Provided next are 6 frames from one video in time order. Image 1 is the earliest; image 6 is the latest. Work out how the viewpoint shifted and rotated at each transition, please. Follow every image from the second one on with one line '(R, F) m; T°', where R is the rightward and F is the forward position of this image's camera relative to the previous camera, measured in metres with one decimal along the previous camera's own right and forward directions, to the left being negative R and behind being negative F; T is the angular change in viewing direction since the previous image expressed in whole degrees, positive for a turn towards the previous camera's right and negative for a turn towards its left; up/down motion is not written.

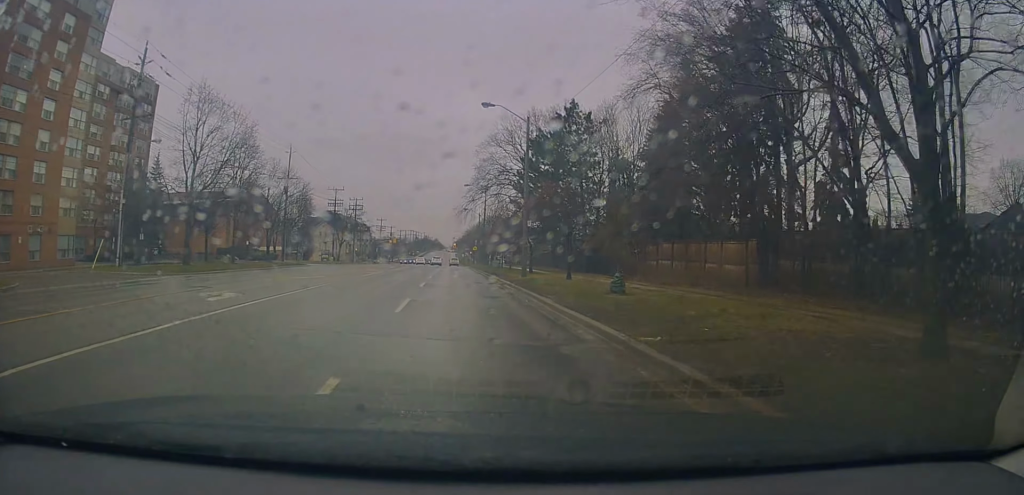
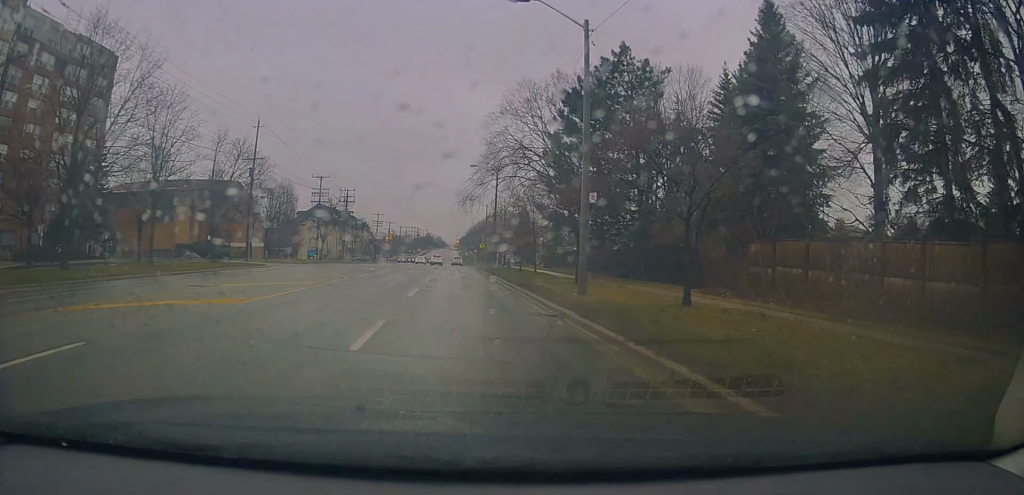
(0.0, +13.8) m; +1°
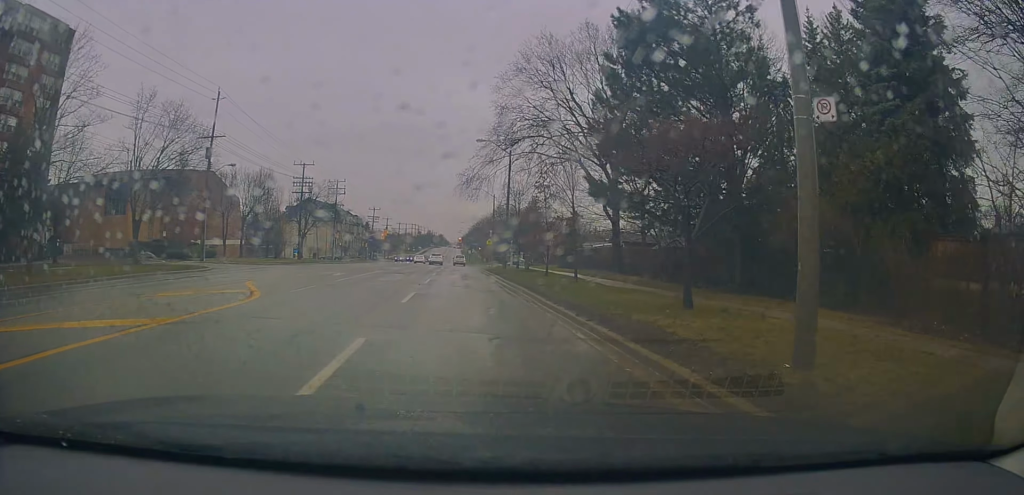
(+0.1, +13.2) m; -1°
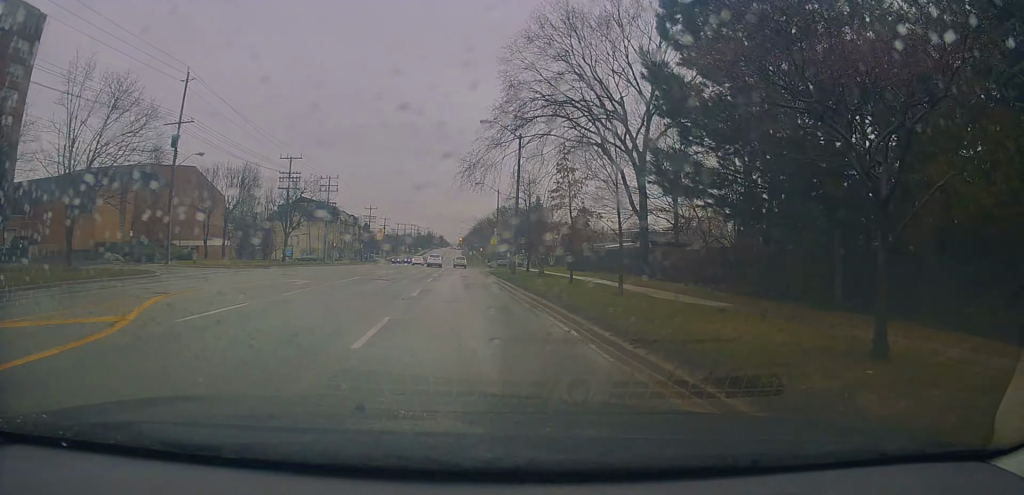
(-0.1, +6.9) m; -1°
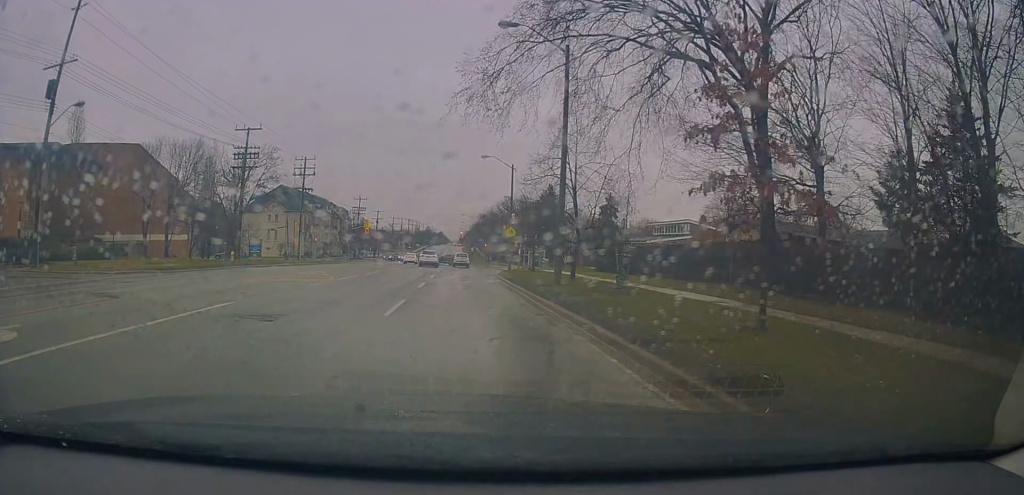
(-0.3, +15.8) m; 0°
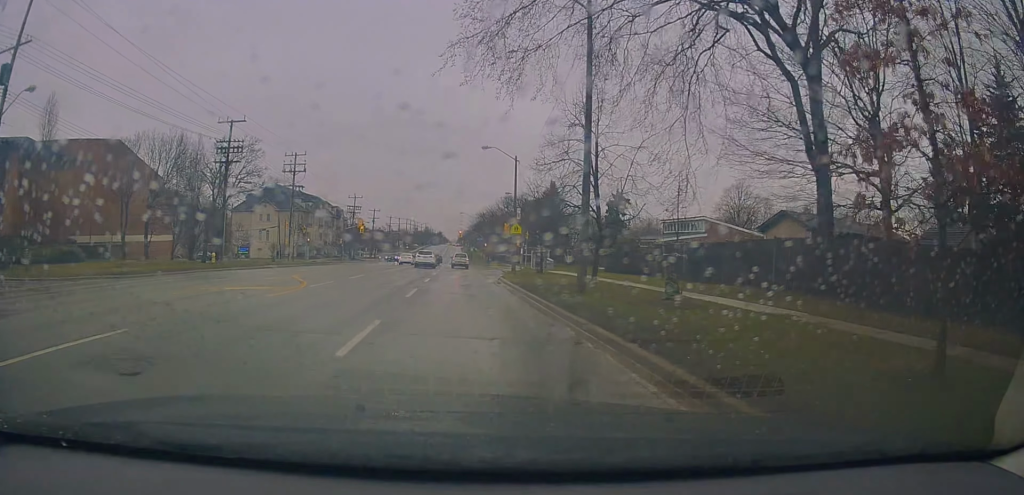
(+0.1, +3.8) m; +1°
